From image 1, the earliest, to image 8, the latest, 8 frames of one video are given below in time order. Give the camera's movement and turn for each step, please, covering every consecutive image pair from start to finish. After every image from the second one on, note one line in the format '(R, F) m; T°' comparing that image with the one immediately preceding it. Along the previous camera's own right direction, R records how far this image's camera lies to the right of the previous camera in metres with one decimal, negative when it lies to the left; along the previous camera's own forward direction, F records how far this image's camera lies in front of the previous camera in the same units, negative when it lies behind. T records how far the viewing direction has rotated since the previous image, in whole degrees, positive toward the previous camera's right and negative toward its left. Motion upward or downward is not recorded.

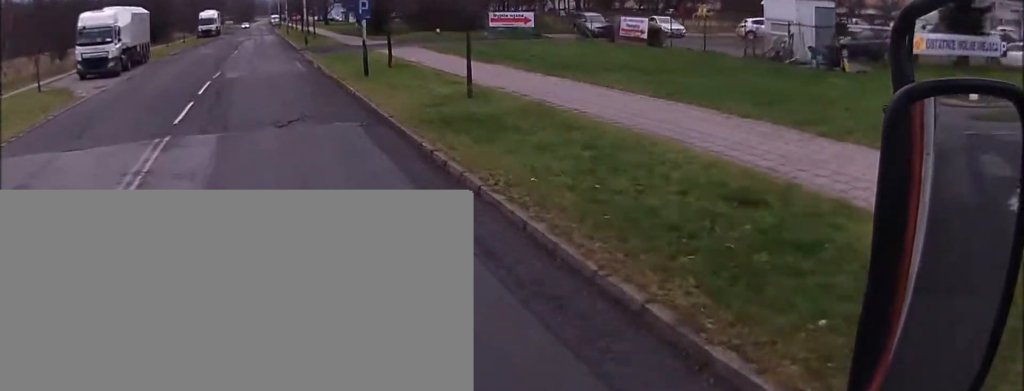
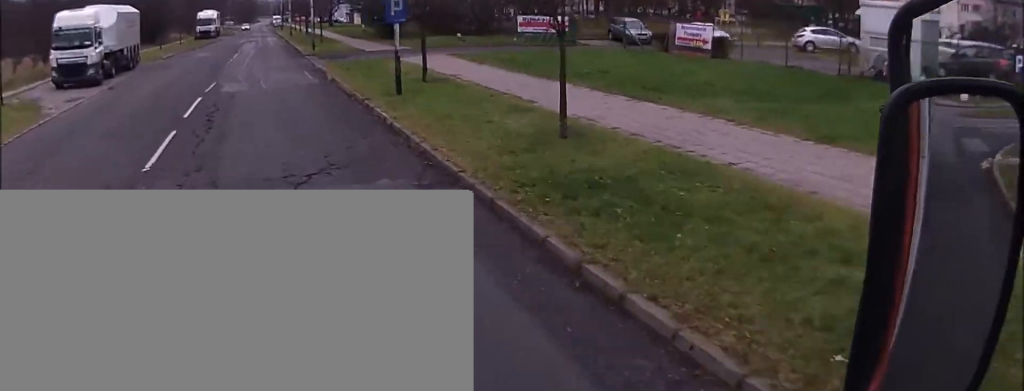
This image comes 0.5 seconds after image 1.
(-0.1, +5.0) m; 0°
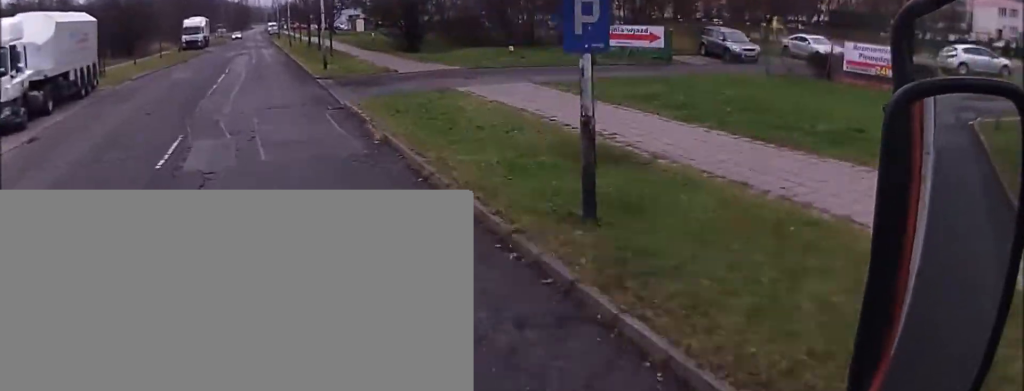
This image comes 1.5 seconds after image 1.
(-0.1, +10.7) m; +1°
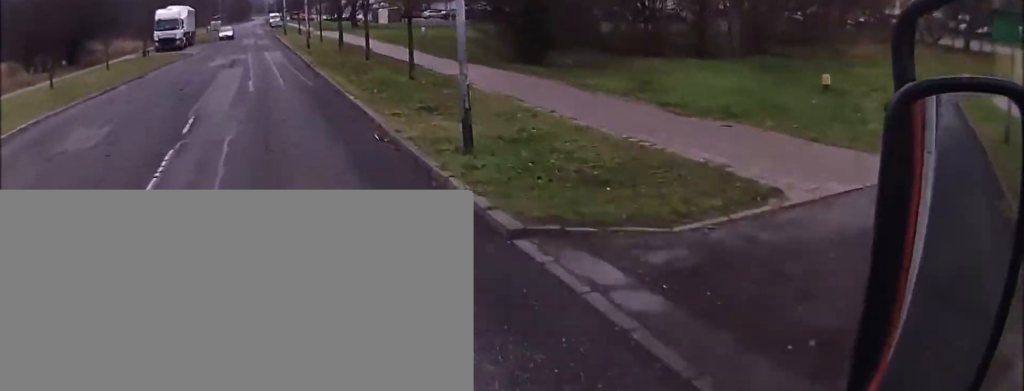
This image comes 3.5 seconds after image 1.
(+0.5, +21.8) m; +1°
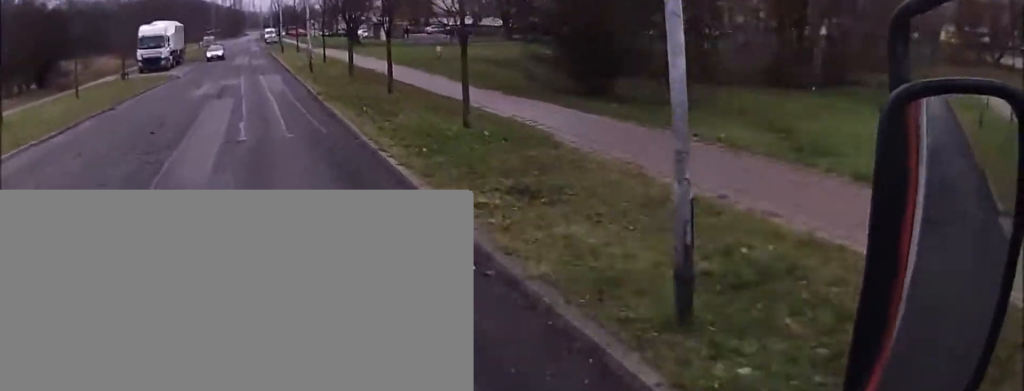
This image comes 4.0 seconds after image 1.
(0.0, +5.8) m; 0°
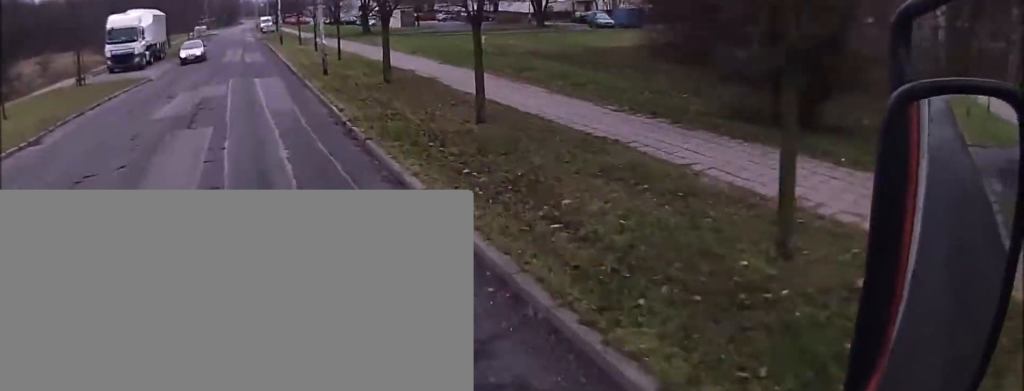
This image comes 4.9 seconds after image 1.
(+0.1, +9.6) m; 0°
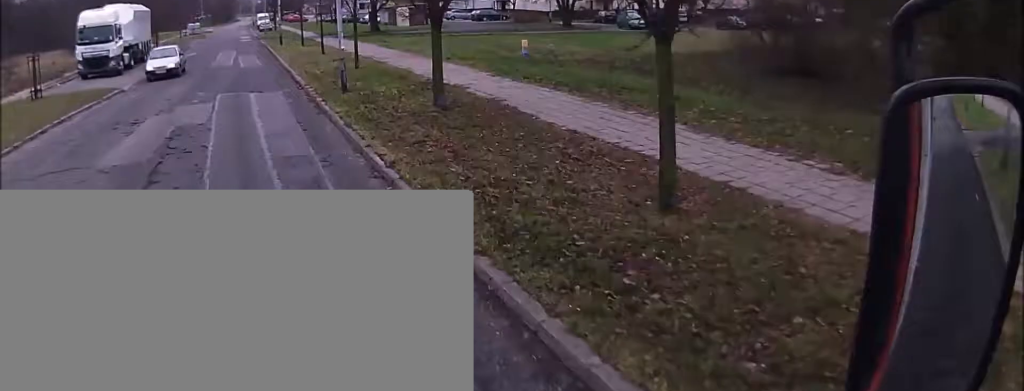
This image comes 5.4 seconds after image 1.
(0.0, +6.3) m; 0°
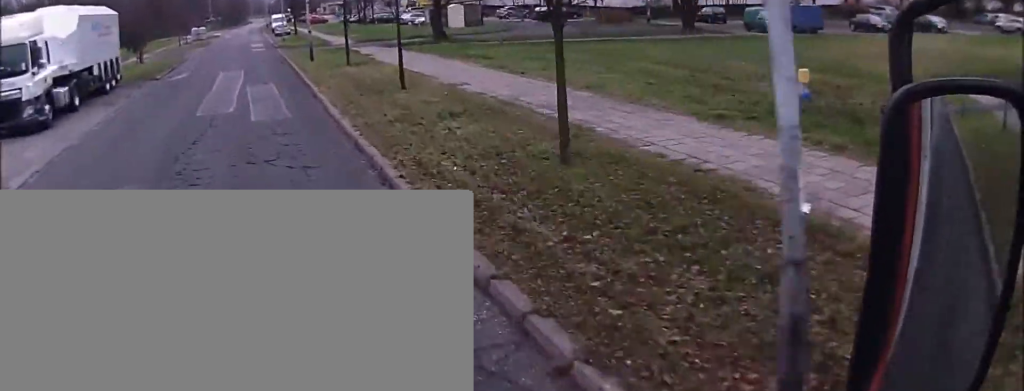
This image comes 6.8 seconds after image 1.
(0.0, +15.8) m; -1°
